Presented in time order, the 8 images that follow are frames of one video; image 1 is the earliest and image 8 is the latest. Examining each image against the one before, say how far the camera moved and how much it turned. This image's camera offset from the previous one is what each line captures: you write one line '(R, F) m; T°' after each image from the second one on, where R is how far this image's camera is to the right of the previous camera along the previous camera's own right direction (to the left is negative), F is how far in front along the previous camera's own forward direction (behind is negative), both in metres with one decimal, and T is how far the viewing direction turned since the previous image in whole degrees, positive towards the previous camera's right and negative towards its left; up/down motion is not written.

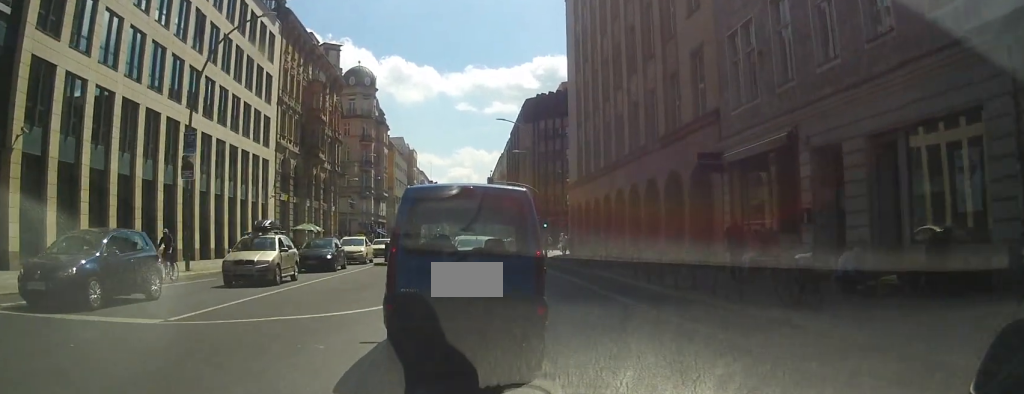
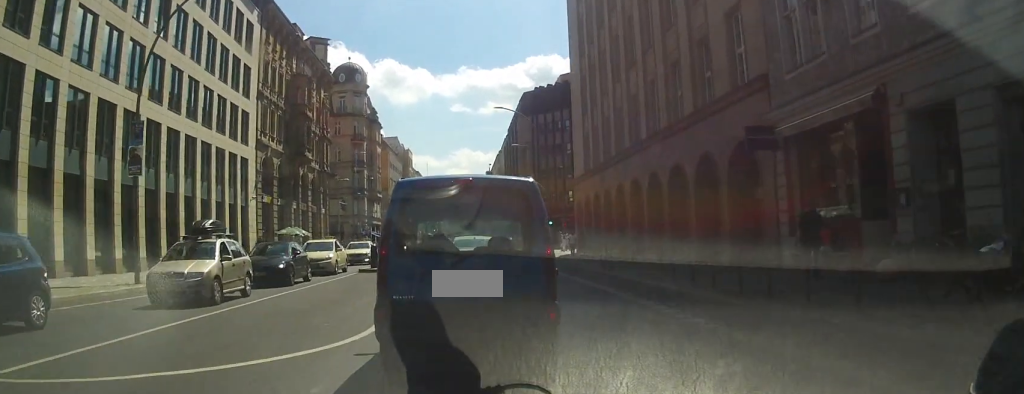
(0.0, +4.4) m; 0°
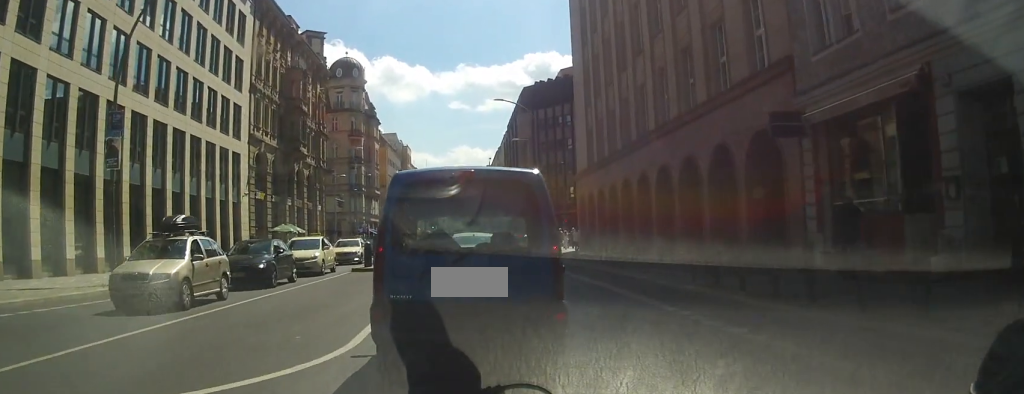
(0.0, +1.7) m; 0°
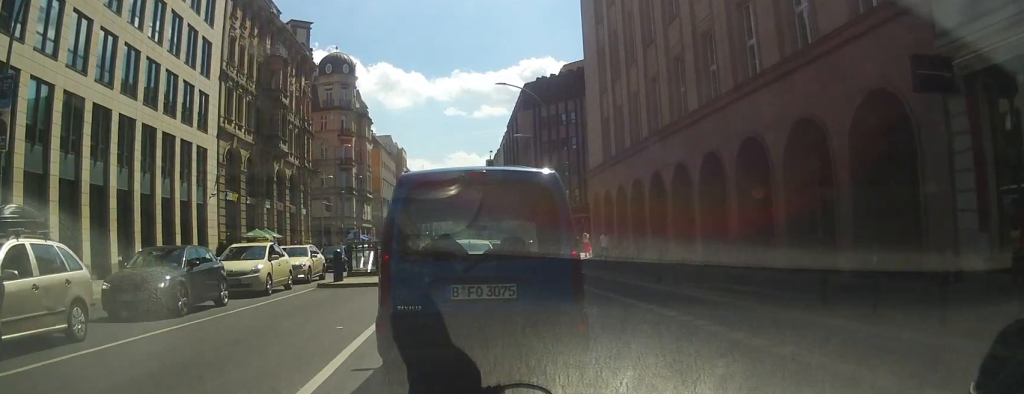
(0.0, +6.9) m; 0°
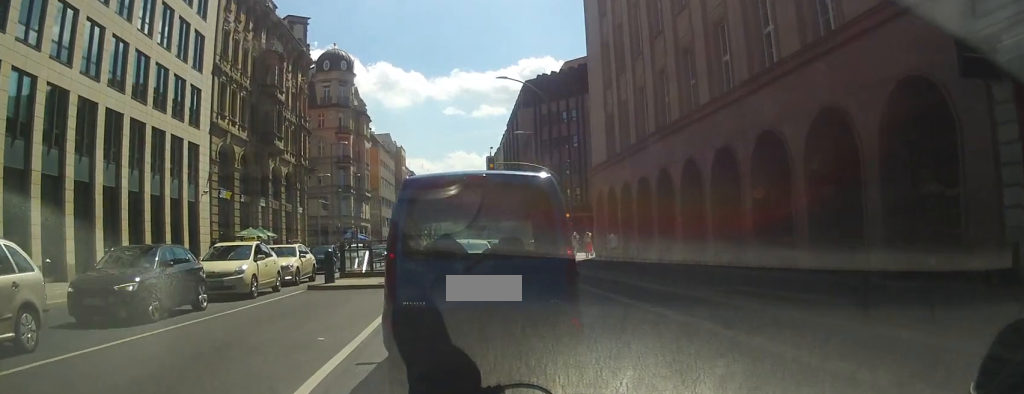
(0.0, +1.5) m; -2°
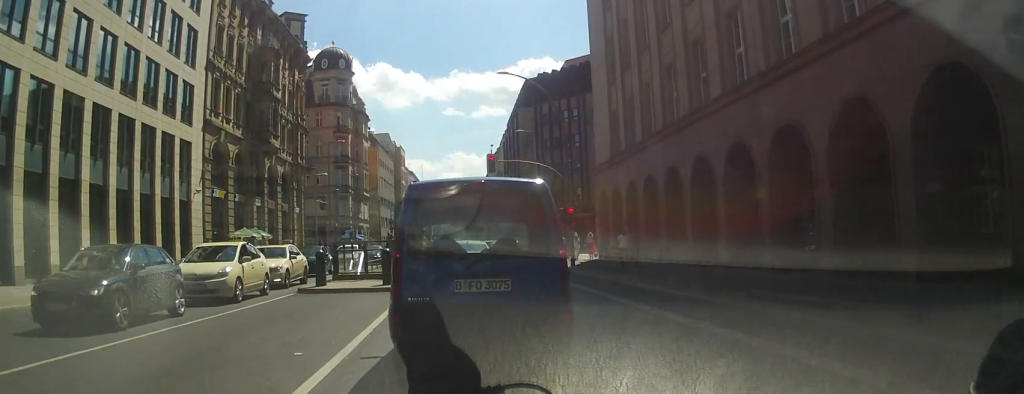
(0.0, +1.3) m; -2°
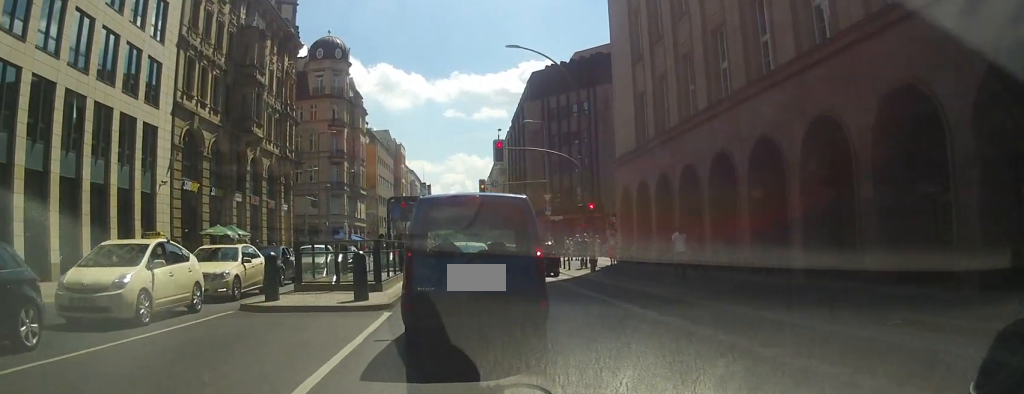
(-0.5, +4.8) m; -7°
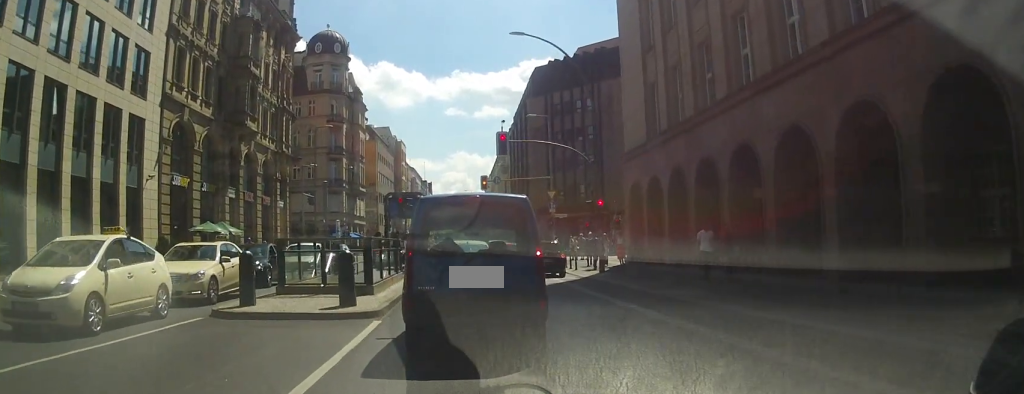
(0.0, +1.5) m; 0°
